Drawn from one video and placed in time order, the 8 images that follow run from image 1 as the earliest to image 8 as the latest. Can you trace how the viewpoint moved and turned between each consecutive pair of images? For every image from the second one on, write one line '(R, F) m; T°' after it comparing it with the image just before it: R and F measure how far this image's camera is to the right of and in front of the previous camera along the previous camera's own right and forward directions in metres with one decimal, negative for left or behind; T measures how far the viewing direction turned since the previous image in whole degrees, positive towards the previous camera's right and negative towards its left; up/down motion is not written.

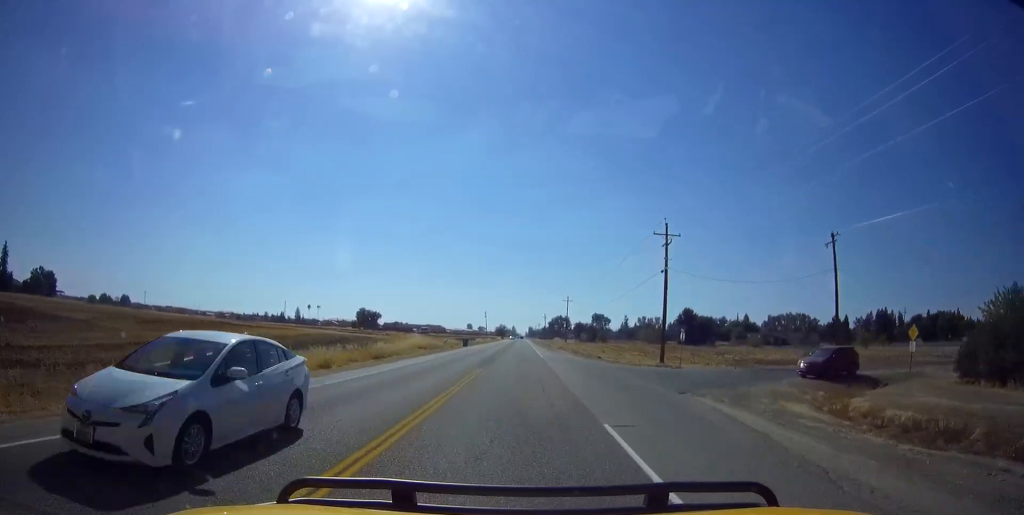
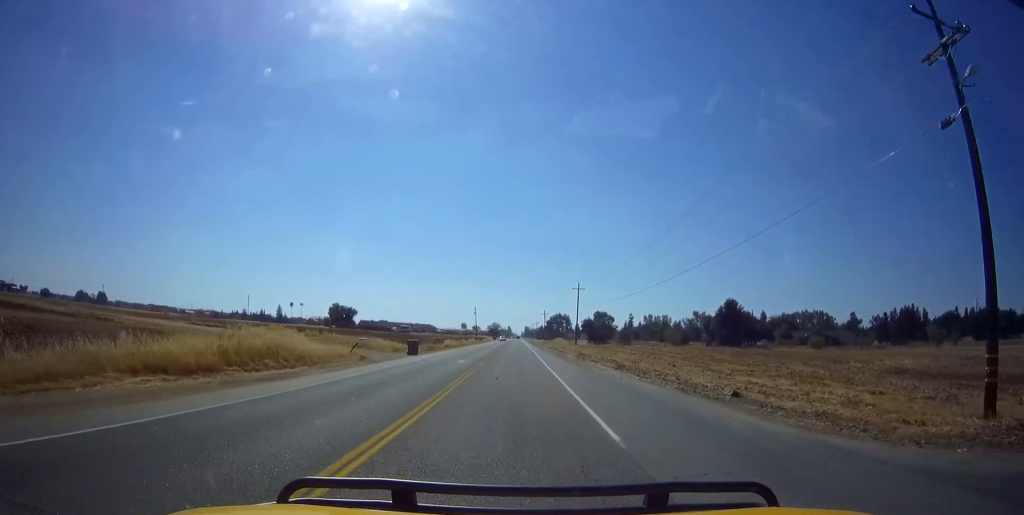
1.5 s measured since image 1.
(+0.3, +33.8) m; +1°
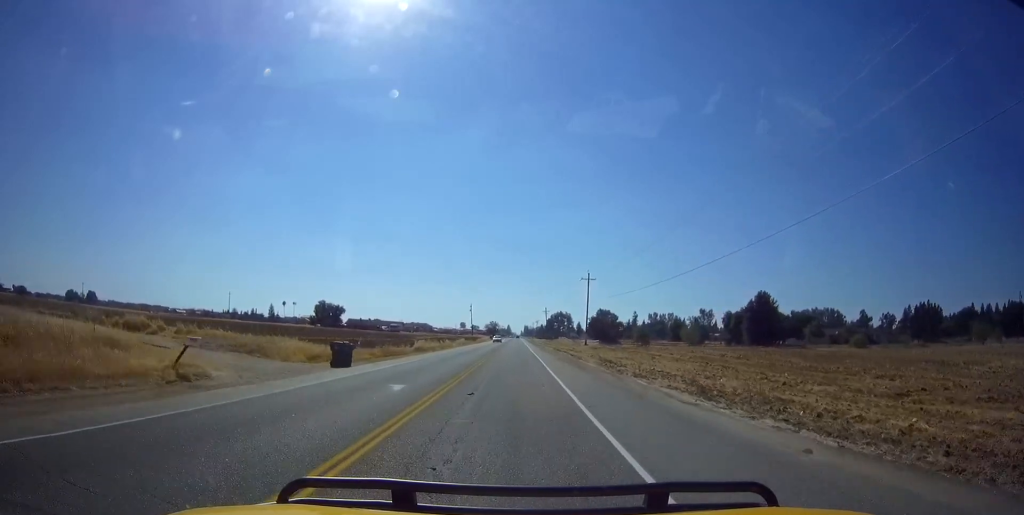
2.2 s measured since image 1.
(0.0, +15.9) m; 0°
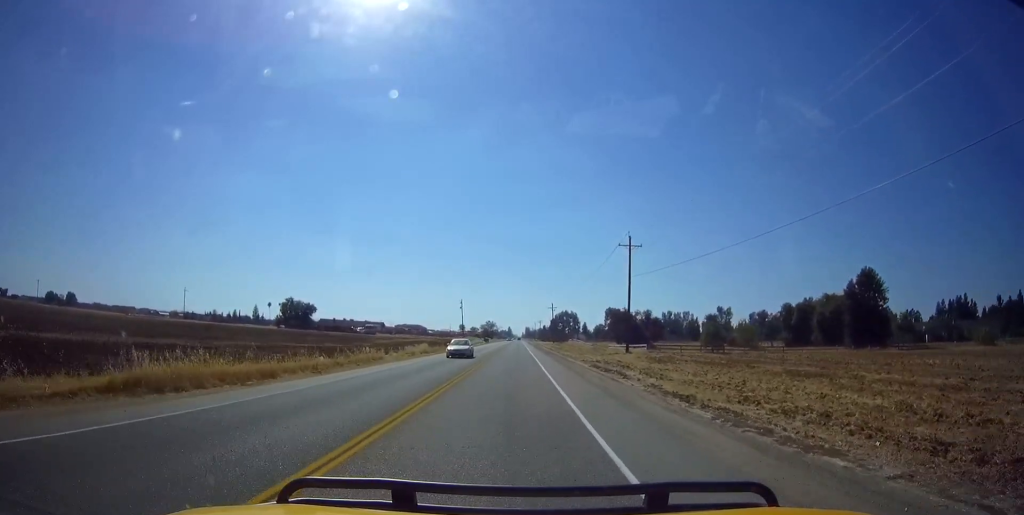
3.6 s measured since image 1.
(0.0, +33.0) m; 0°
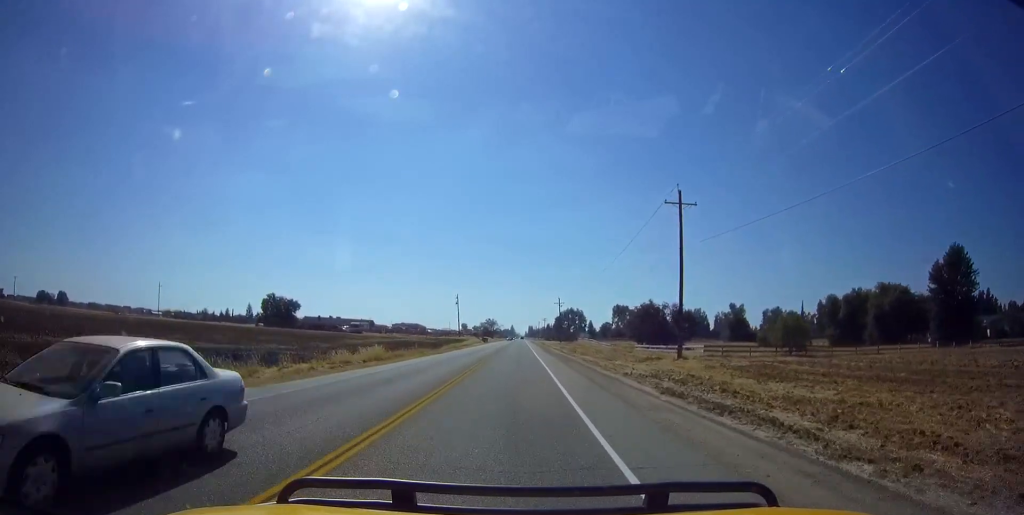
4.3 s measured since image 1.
(0.0, +17.0) m; 0°
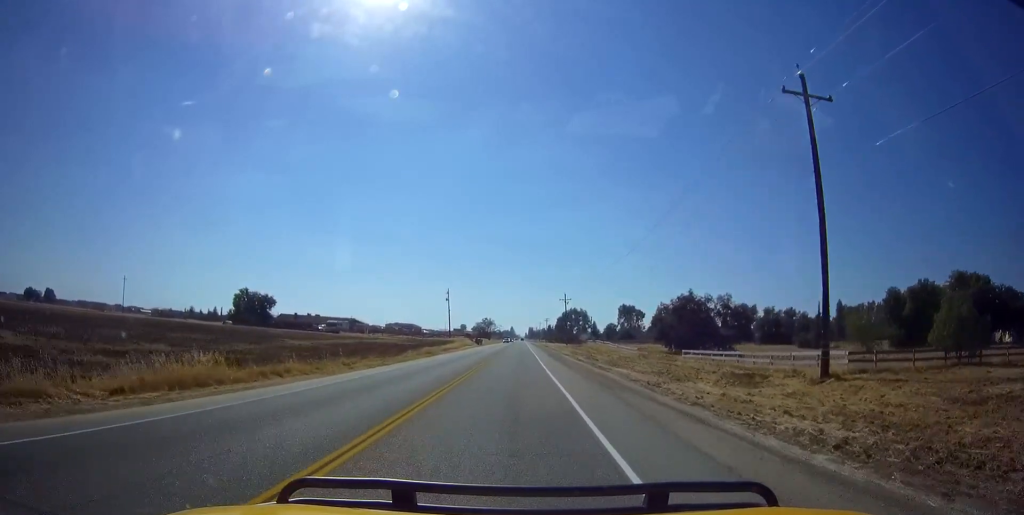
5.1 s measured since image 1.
(-0.1, +18.5) m; 0°
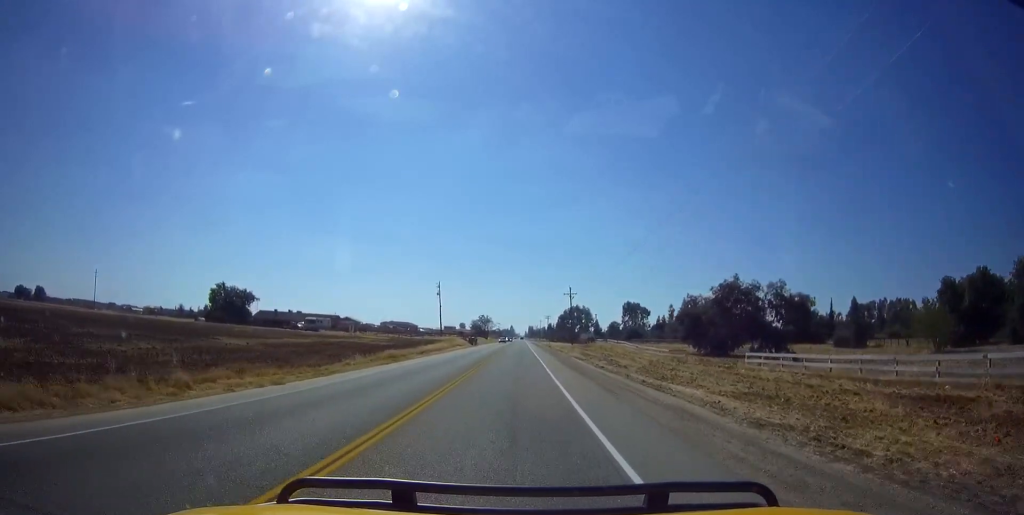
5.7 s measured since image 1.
(0.0, +13.1) m; +1°
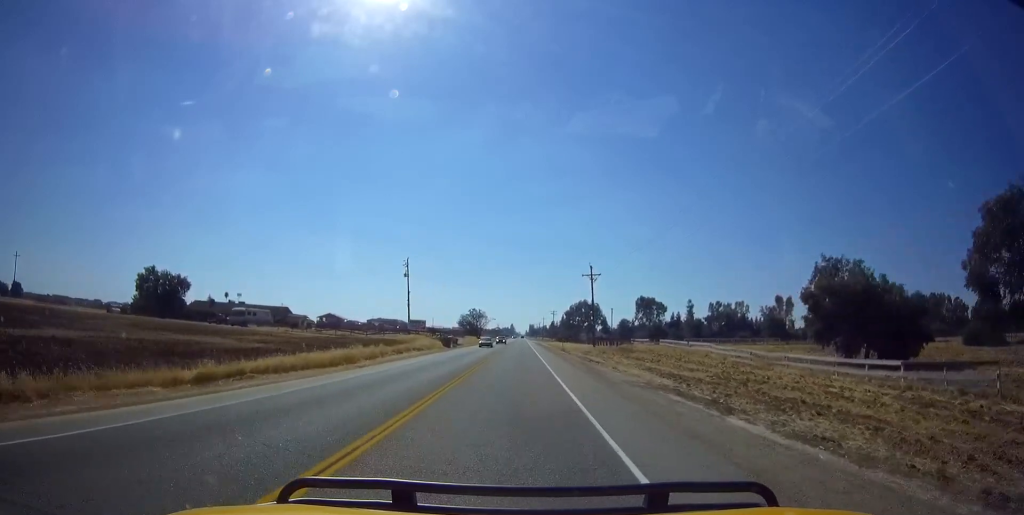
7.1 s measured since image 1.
(+0.5, +31.0) m; 0°
